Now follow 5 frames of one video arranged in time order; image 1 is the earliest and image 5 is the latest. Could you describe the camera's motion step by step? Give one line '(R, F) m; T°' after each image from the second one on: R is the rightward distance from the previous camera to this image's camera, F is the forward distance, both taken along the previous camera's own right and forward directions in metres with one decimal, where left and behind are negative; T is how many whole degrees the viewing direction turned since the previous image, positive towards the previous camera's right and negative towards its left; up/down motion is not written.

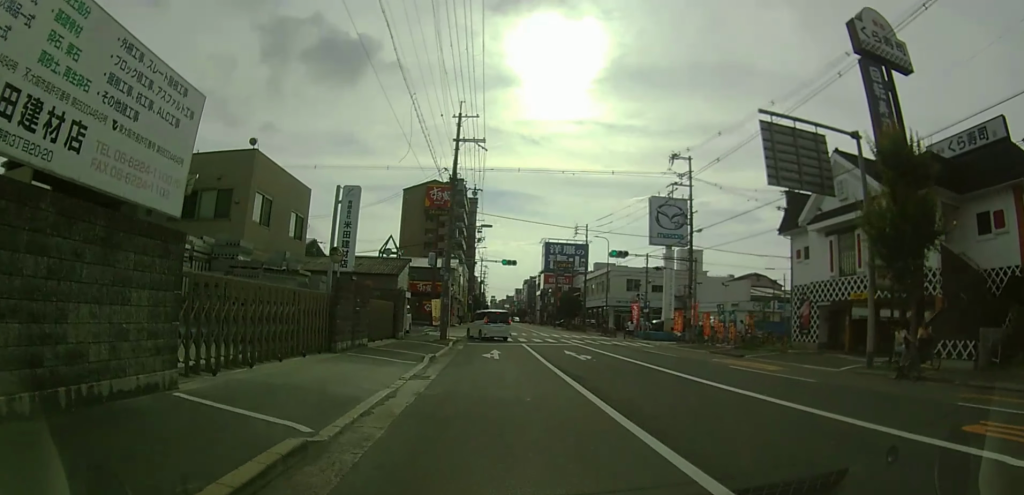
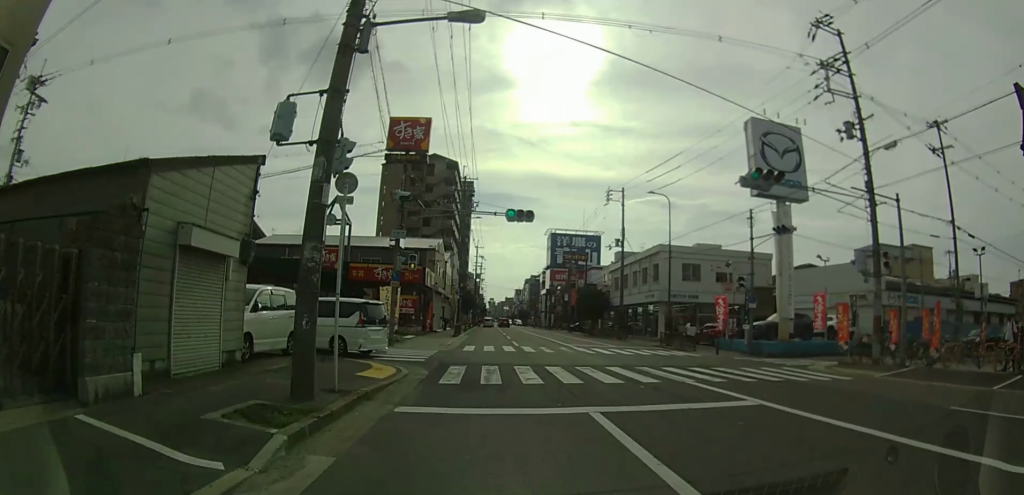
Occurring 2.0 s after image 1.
(0.0, +19.9) m; 0°
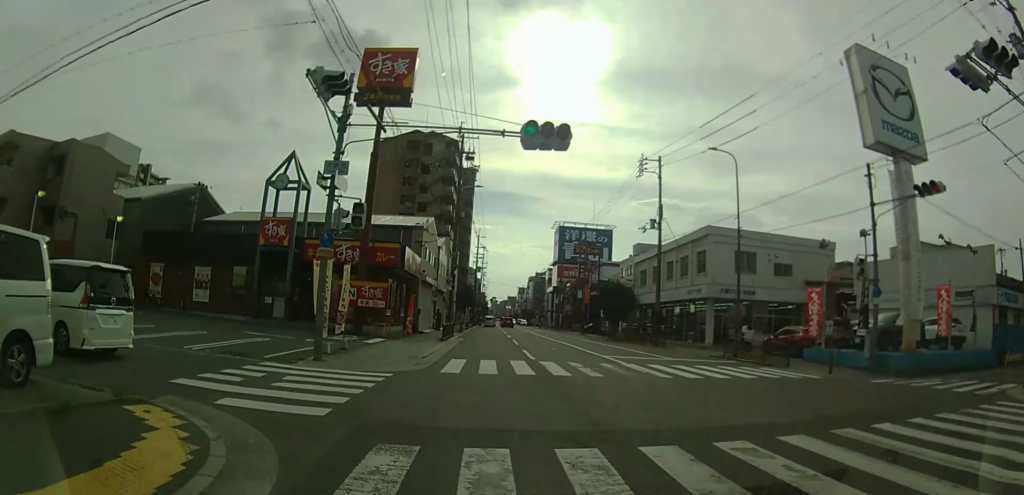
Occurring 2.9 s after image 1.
(0.0, +9.5) m; +1°
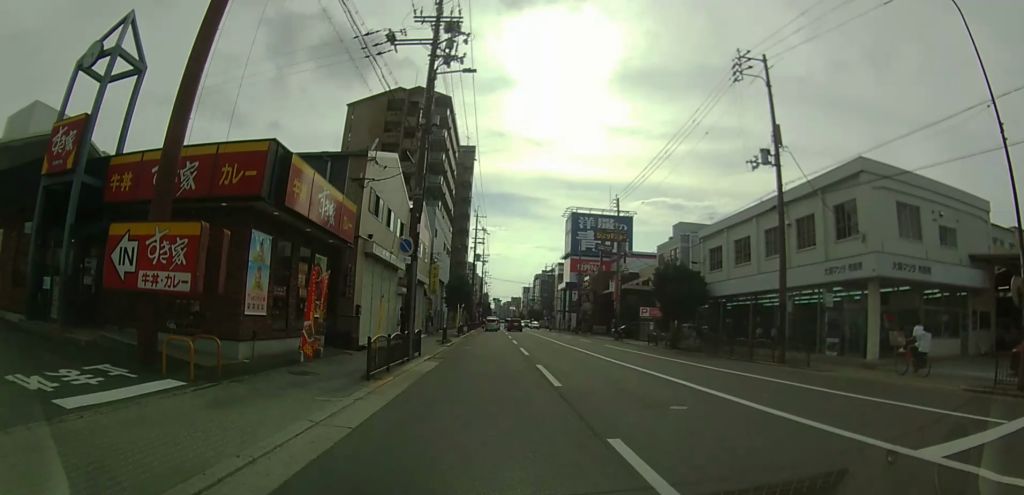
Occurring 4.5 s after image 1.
(+0.4, +15.7) m; 0°
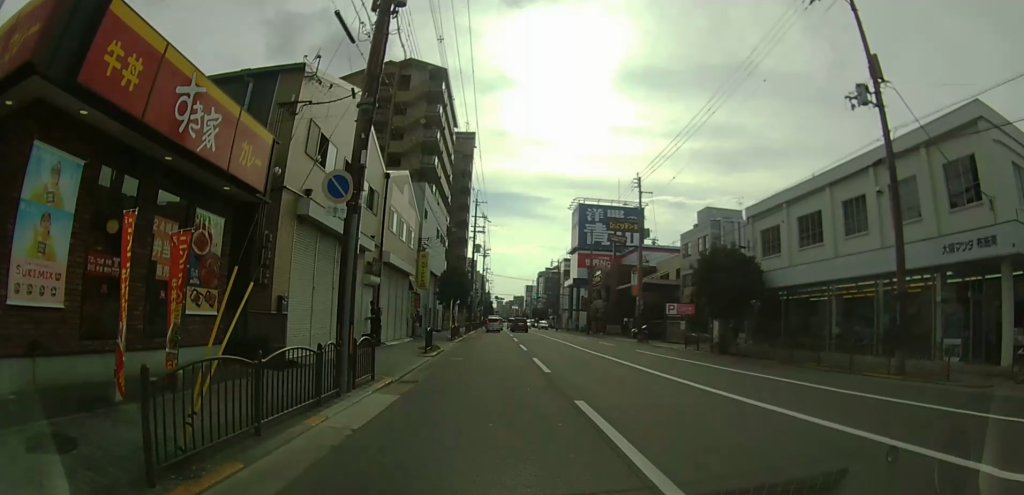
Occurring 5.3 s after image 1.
(-0.3, +7.0) m; -1°
